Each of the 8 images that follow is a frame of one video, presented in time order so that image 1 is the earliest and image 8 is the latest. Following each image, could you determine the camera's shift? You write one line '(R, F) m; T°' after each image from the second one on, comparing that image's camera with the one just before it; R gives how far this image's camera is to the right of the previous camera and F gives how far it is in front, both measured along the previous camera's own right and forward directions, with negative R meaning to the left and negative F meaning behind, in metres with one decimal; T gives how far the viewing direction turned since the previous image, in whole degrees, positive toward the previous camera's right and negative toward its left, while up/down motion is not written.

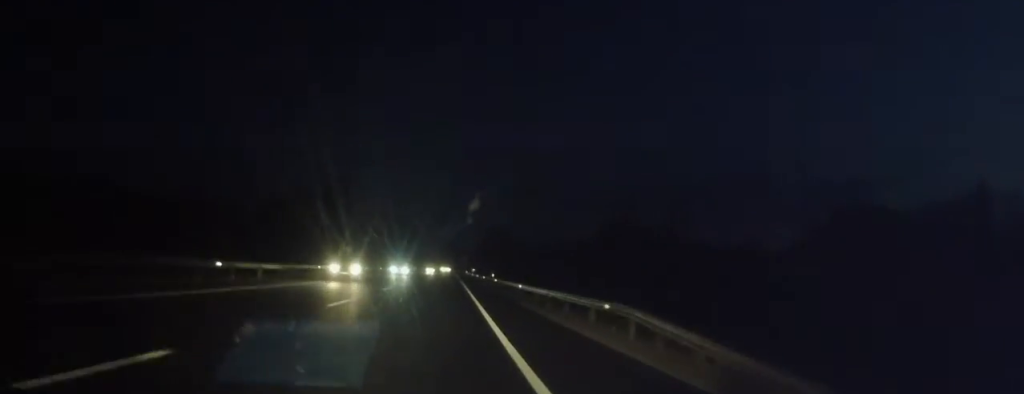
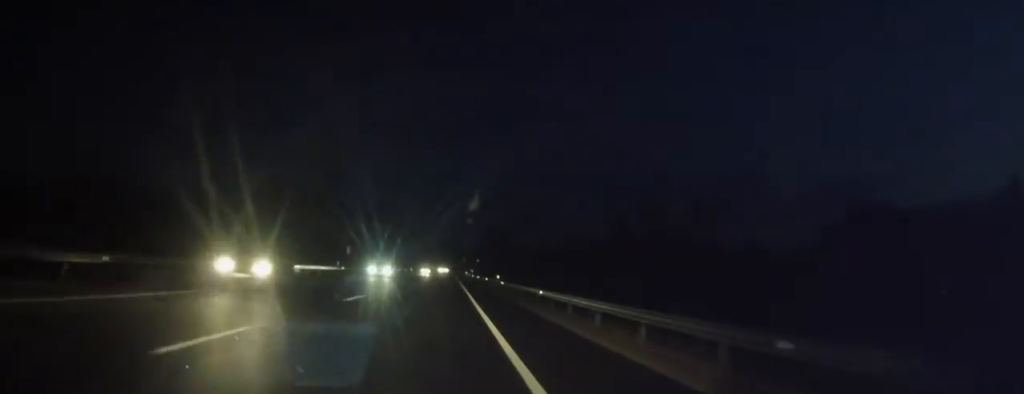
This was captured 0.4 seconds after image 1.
(0.0, +9.2) m; 0°
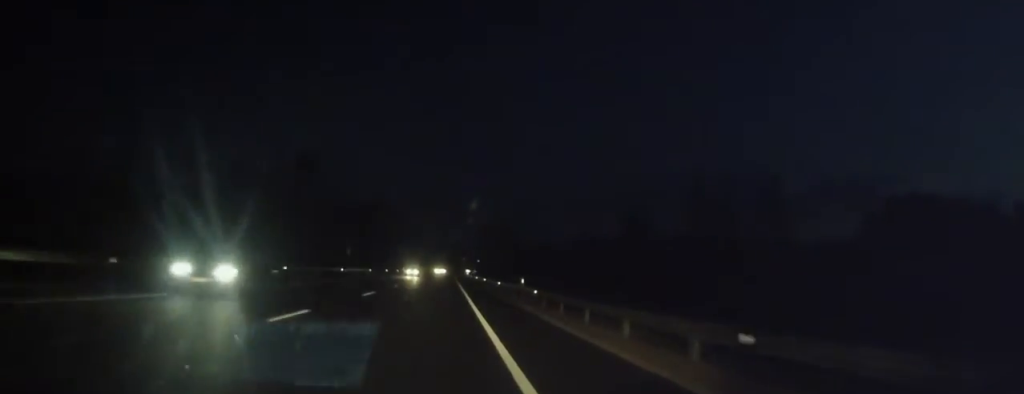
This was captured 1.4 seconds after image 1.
(+0.1, +19.6) m; 0°
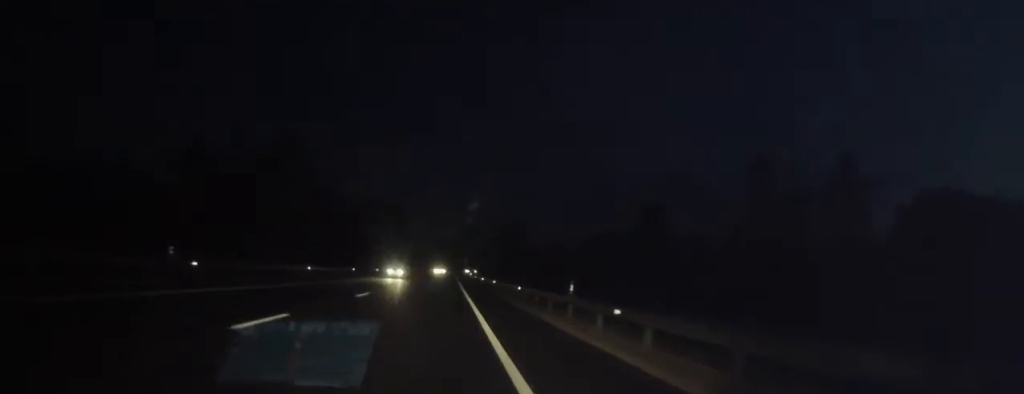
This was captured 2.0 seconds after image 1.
(0.0, +13.9) m; 0°
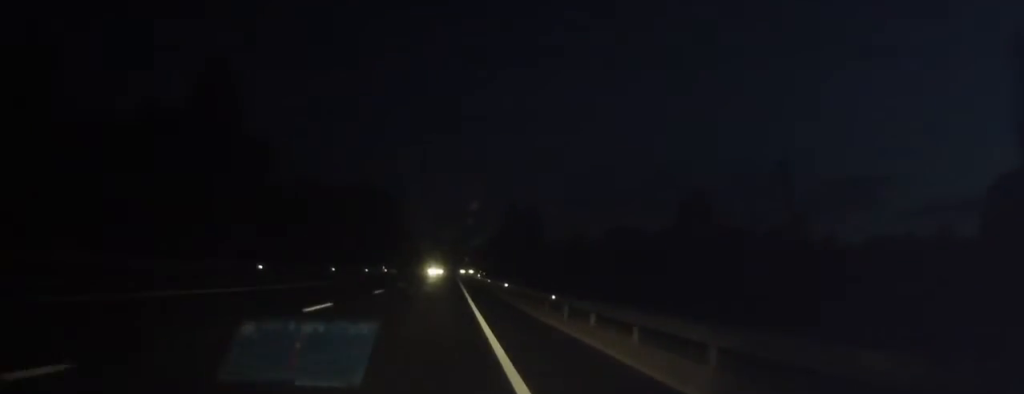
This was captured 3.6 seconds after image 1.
(-0.3, +31.5) m; 0°
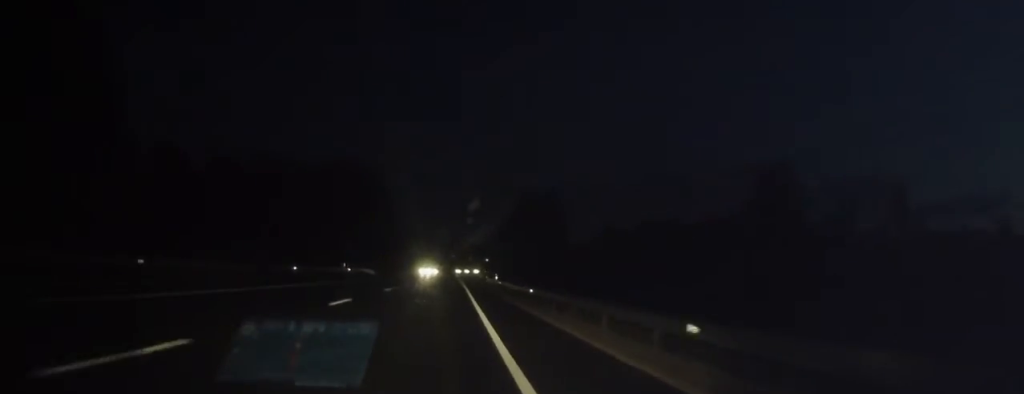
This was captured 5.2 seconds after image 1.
(+0.1, +33.0) m; -1°
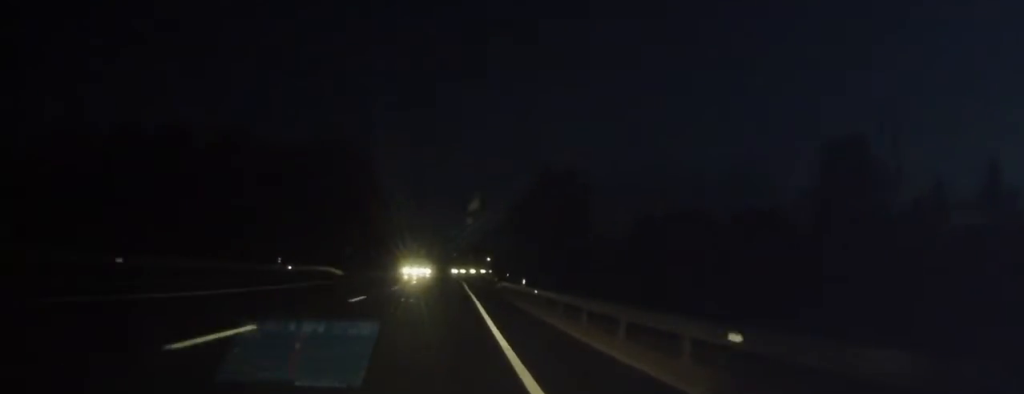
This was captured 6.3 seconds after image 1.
(-0.2, +21.4) m; 0°
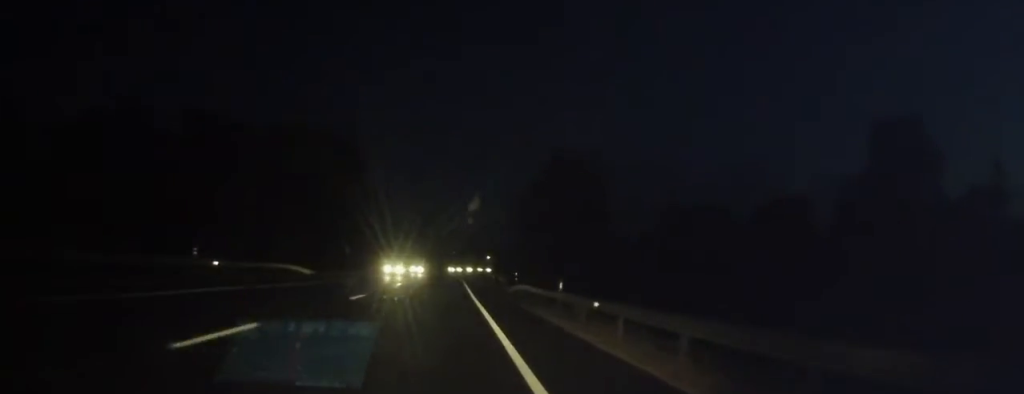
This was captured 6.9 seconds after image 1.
(0.0, +12.0) m; 0°
